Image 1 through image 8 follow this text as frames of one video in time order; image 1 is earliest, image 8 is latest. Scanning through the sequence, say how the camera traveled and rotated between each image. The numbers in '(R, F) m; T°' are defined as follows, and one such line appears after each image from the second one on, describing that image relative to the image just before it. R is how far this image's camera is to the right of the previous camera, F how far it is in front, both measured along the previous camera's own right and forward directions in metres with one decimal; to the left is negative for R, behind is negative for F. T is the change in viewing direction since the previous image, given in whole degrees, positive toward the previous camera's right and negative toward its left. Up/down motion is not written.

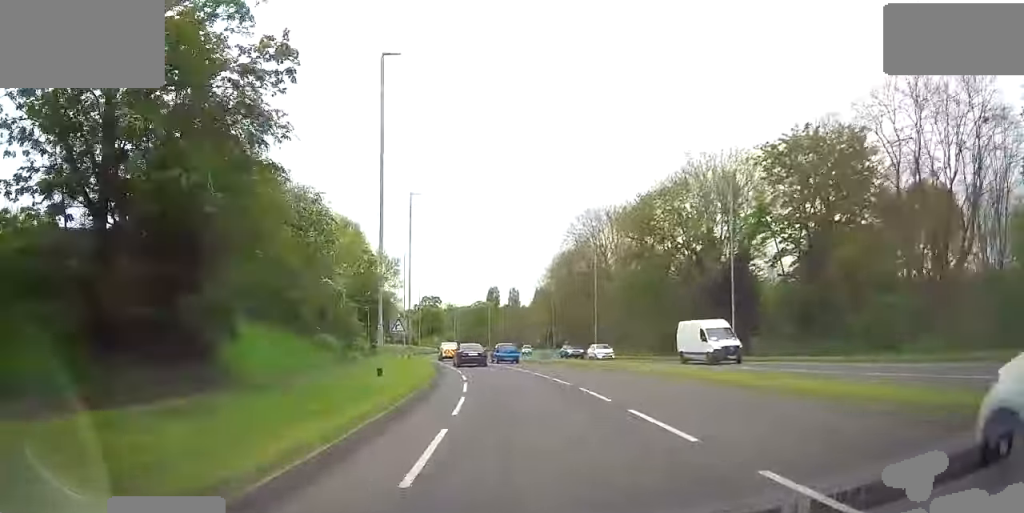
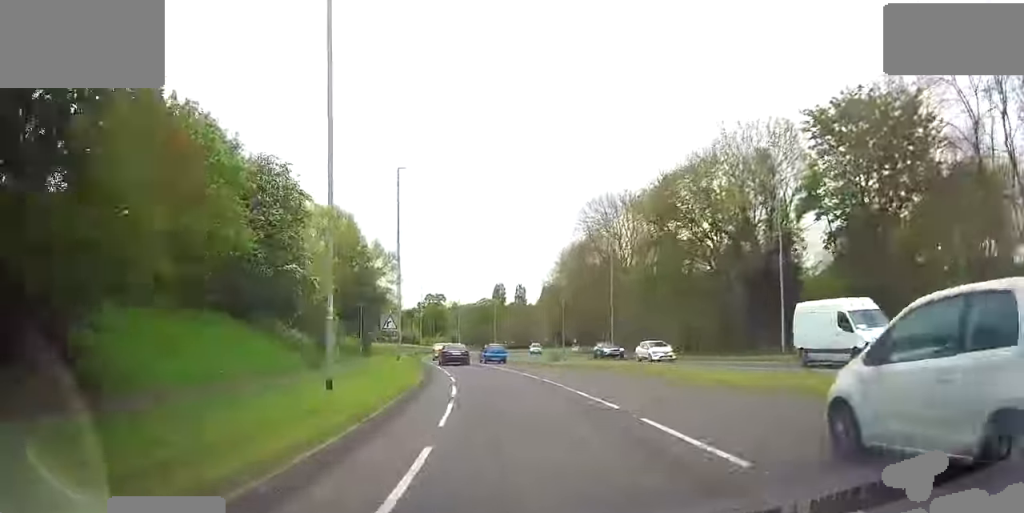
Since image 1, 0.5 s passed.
(-0.1, +7.6) m; -1°
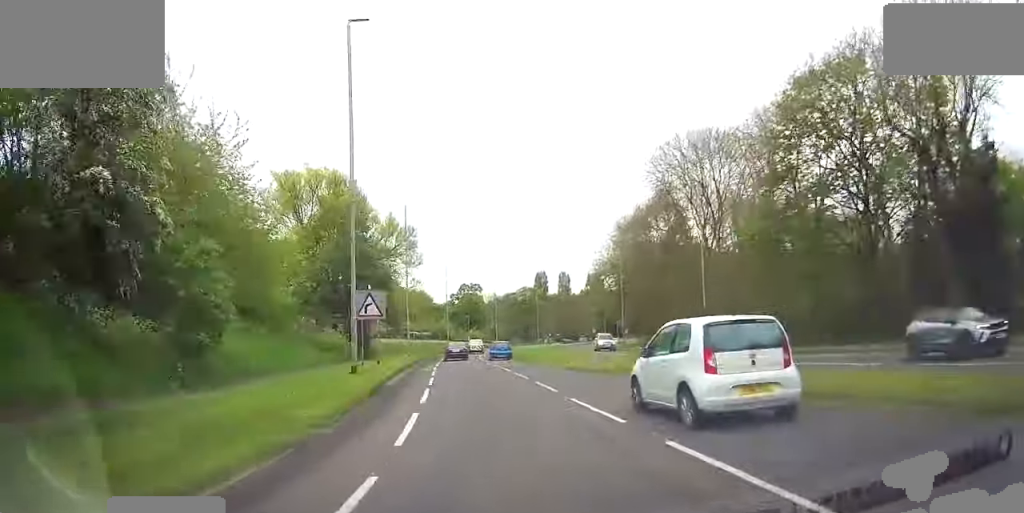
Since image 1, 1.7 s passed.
(-0.5, +20.2) m; -4°
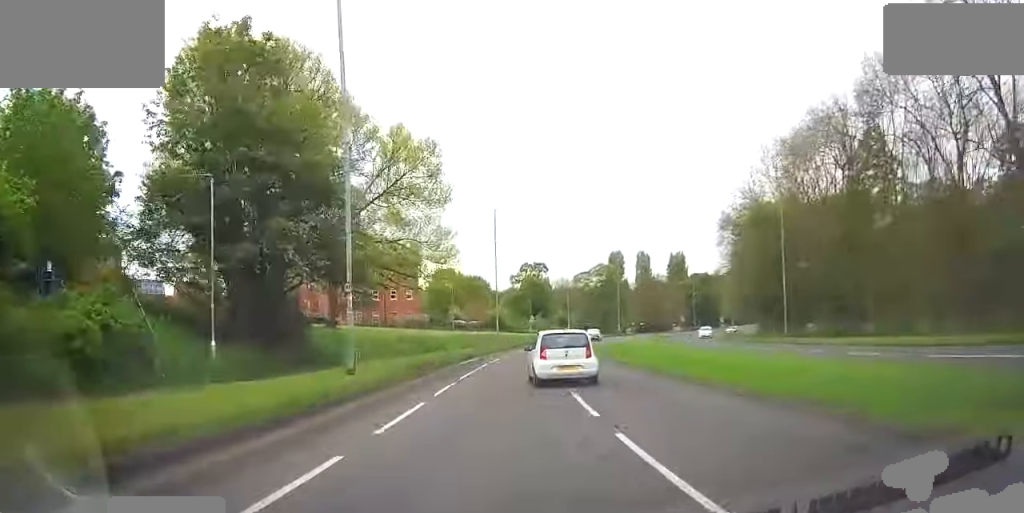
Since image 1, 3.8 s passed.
(-2.1, +35.5) m; -4°
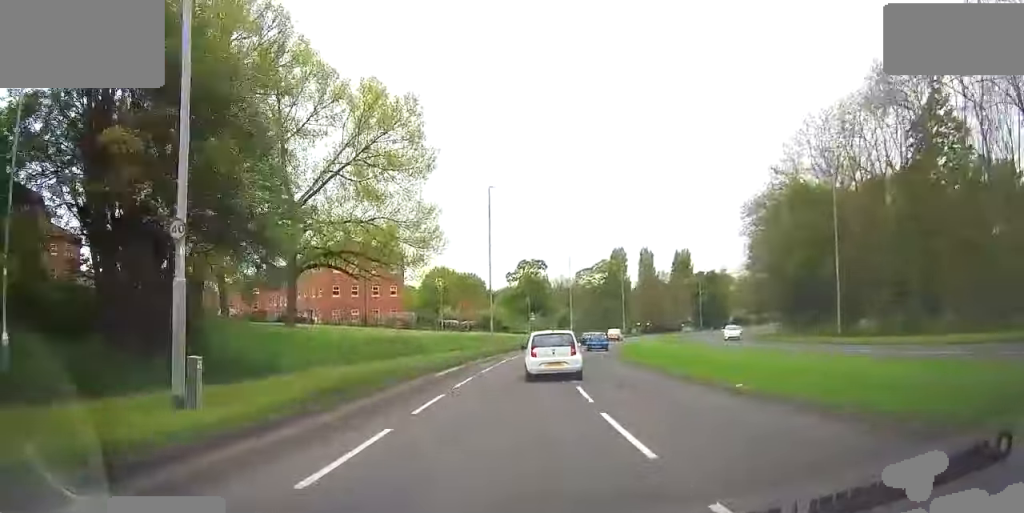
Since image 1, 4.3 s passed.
(+0.1, +10.2) m; 0°
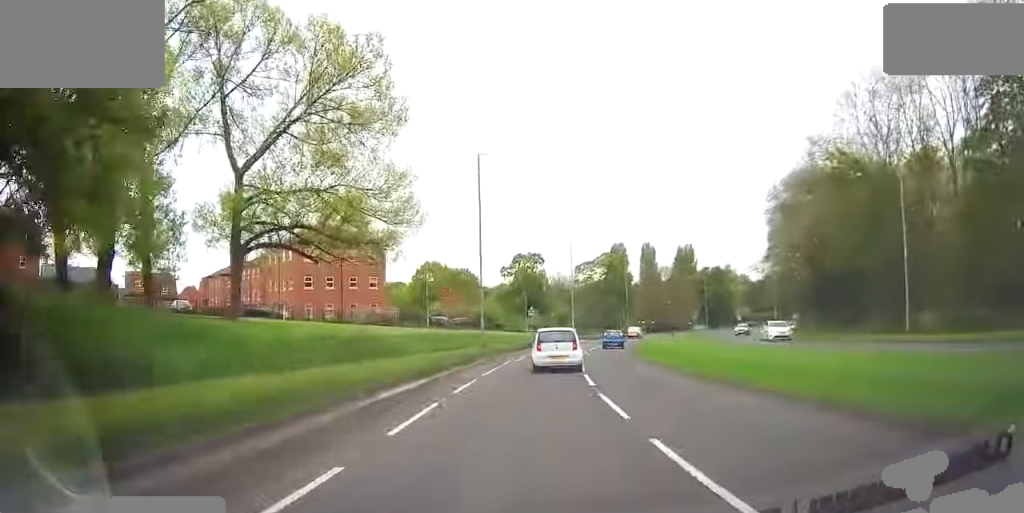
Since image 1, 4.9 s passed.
(-0.1, +9.3) m; 0°
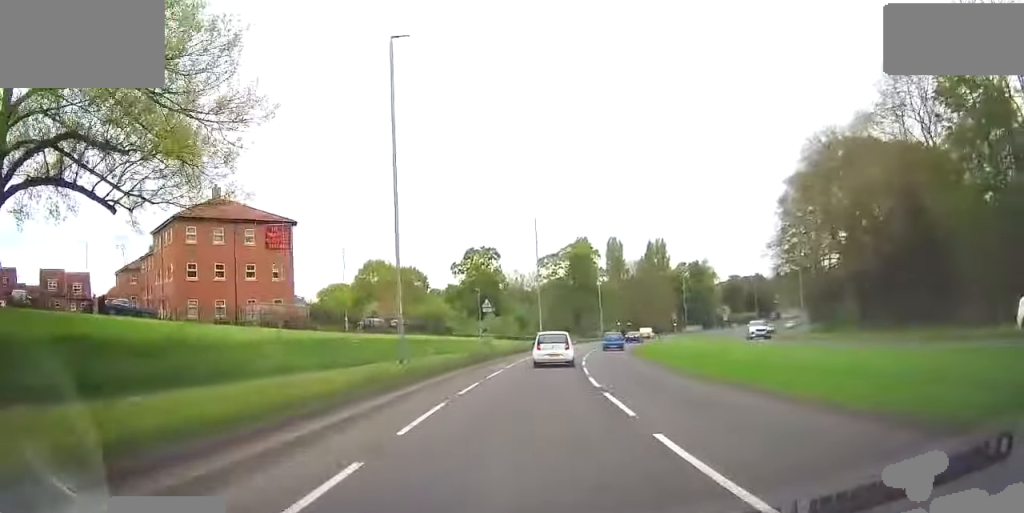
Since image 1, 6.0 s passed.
(0.0, +18.7) m; +1°
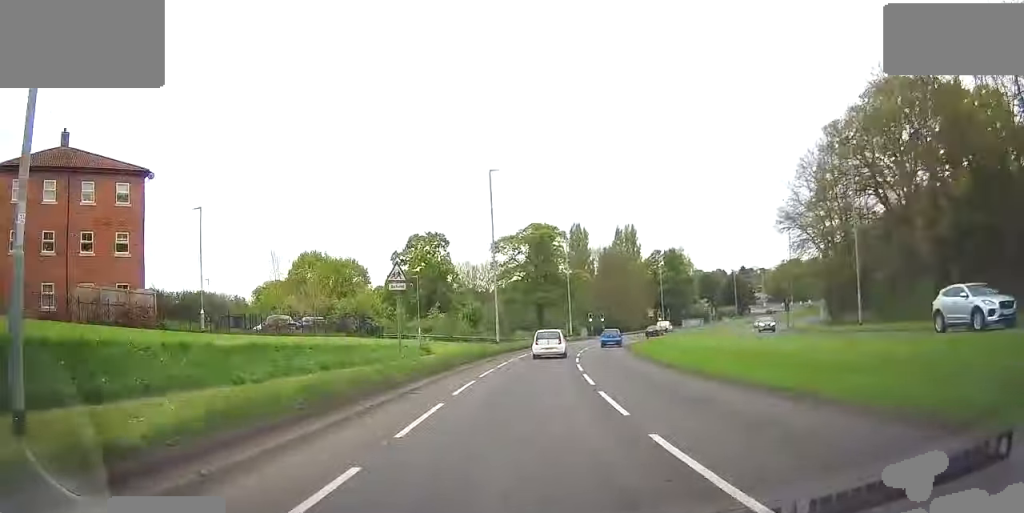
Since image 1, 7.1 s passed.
(+0.2, +19.1) m; +3°
